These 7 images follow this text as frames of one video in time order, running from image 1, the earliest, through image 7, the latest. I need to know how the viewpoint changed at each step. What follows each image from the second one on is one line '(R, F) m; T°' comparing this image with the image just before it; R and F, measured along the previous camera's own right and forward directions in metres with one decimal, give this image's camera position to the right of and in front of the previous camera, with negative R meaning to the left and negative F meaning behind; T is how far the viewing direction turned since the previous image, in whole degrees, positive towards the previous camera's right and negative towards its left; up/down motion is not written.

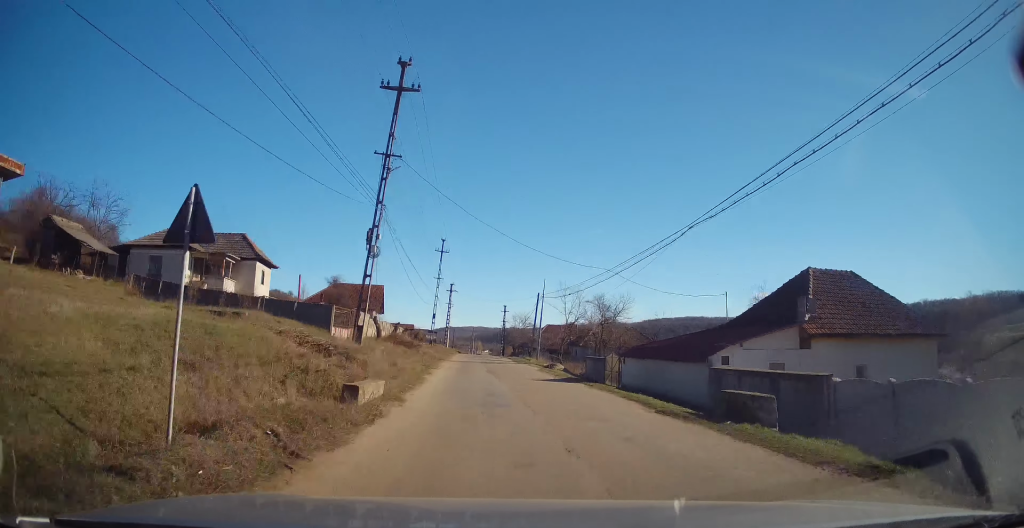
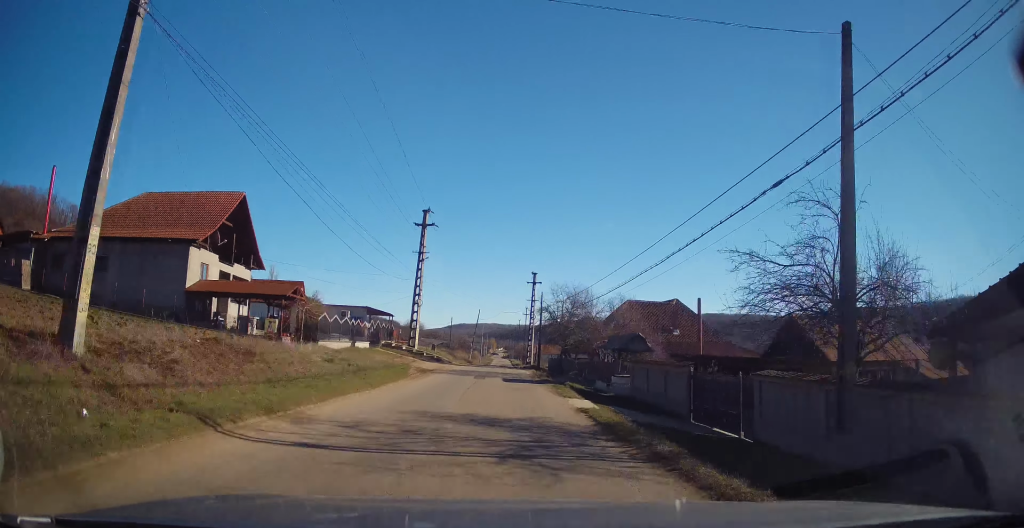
(+0.4, +53.1) m; 0°
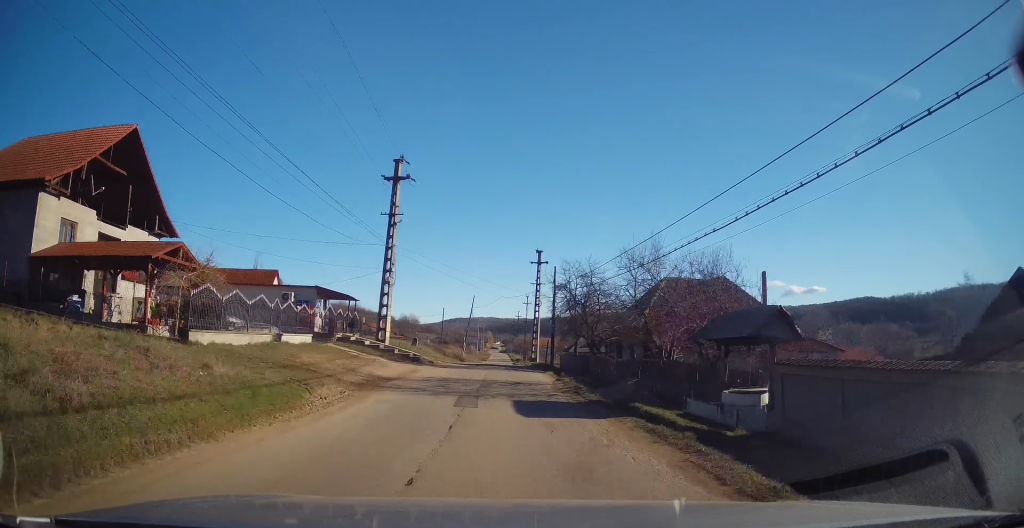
(0.0, +11.3) m; 0°
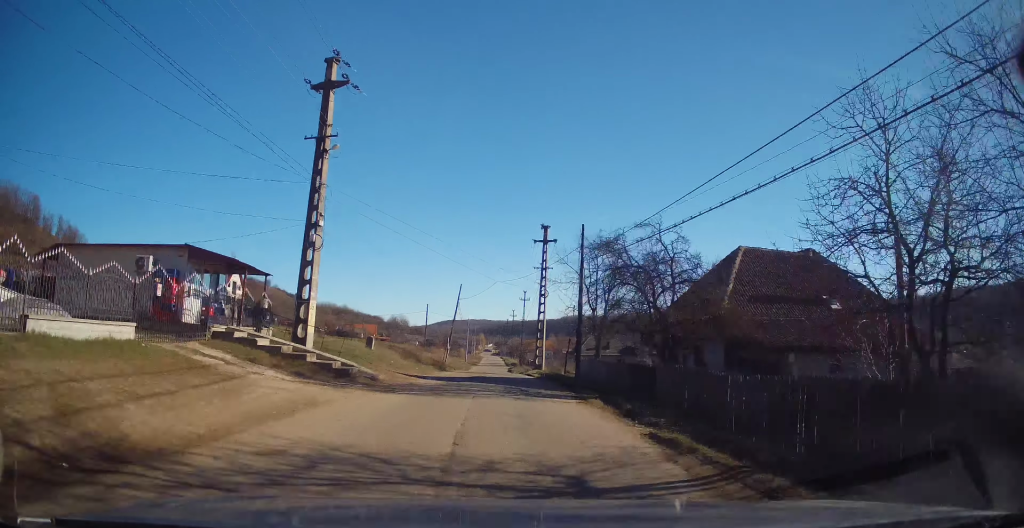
(0.0, +13.4) m; 0°
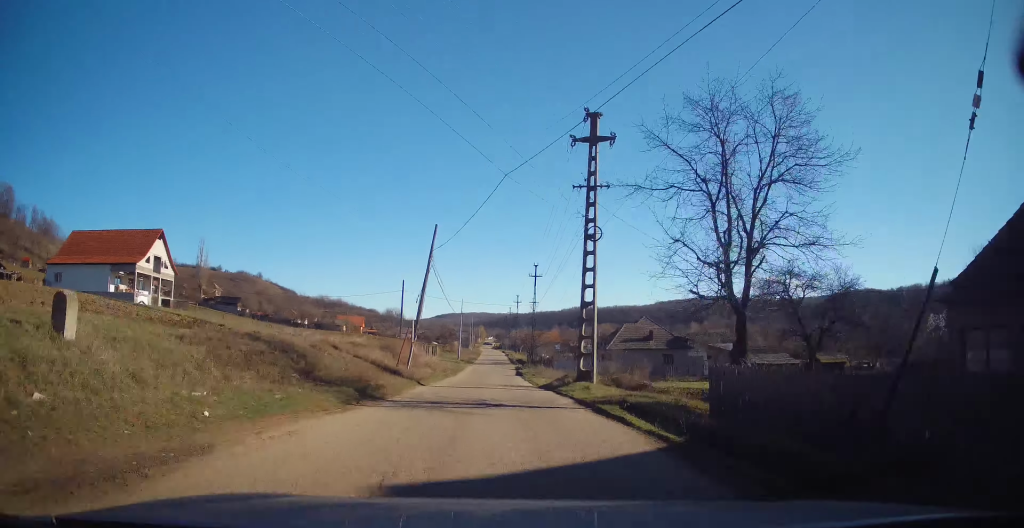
(+0.4, +21.7) m; 0°
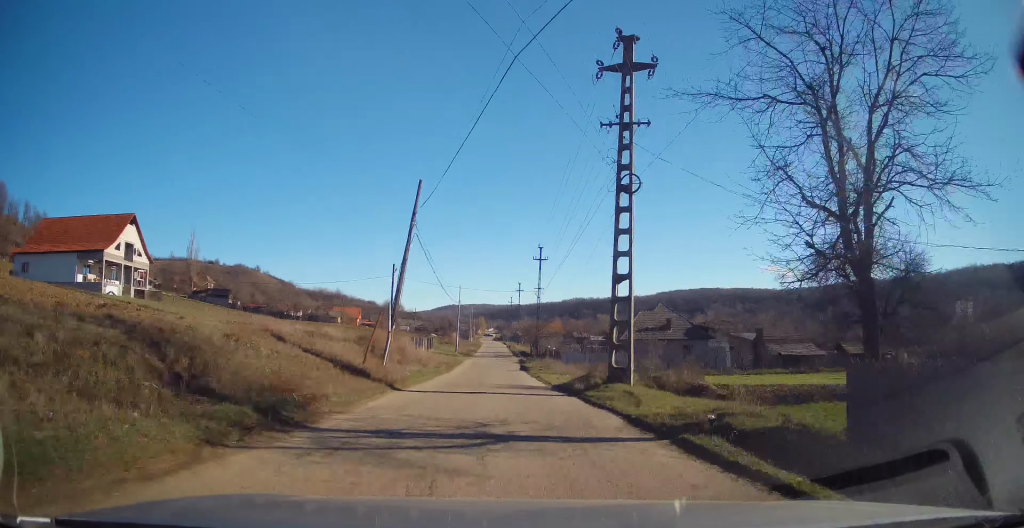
(-0.2, +5.9) m; 0°
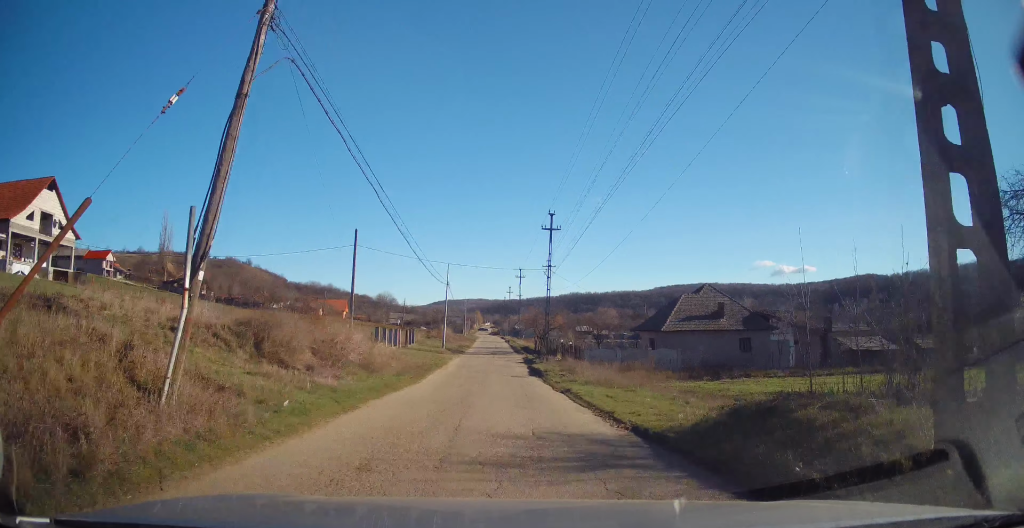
(-0.2, +12.8) m; 0°
